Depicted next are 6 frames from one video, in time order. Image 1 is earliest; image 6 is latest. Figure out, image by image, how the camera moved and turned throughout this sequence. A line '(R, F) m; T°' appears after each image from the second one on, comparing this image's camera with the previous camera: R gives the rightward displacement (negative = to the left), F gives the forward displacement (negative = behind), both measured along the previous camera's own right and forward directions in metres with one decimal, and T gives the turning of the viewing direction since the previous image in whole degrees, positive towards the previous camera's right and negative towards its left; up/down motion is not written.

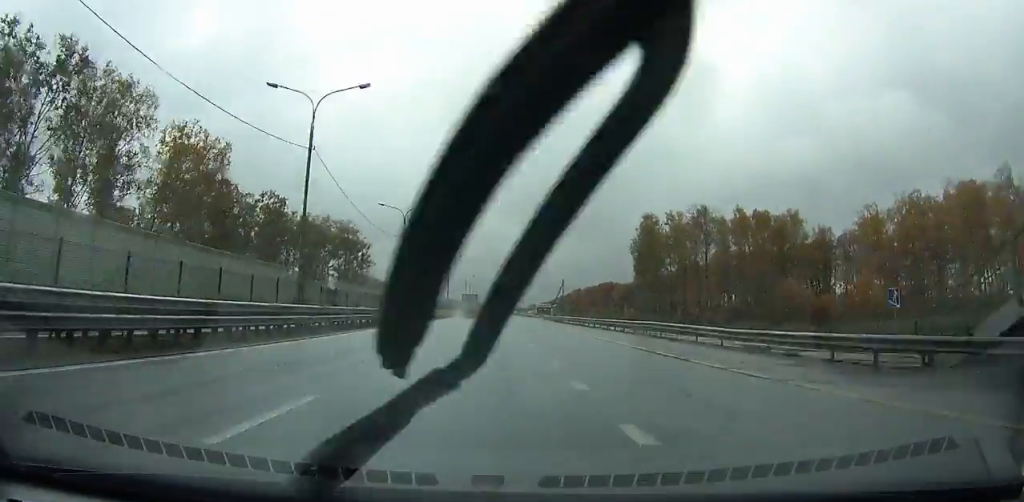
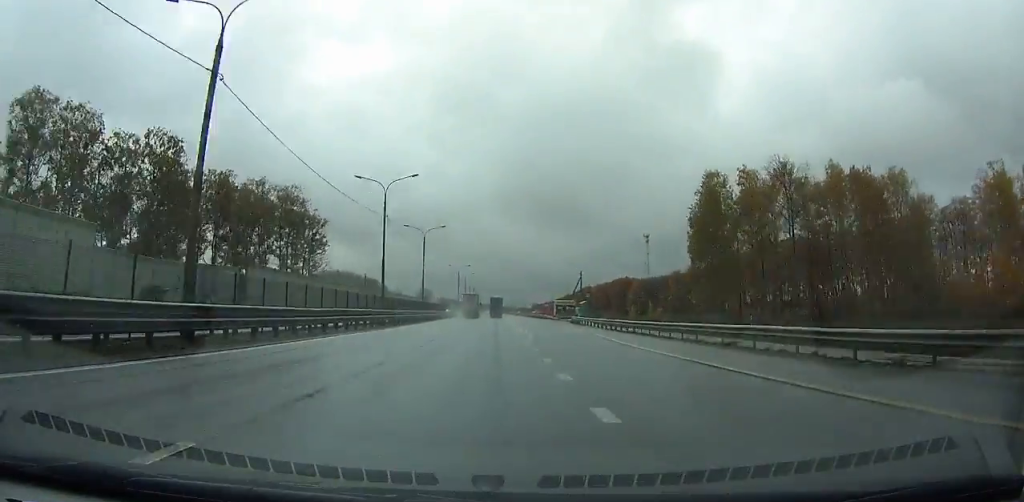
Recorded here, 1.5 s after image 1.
(+0.1, +39.0) m; 0°
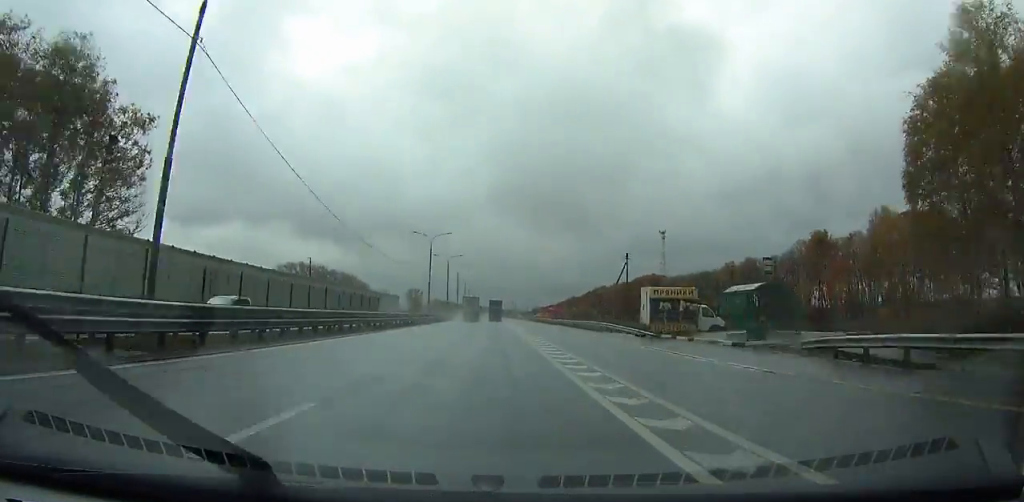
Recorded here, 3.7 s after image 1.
(-0.2, +55.9) m; 0°
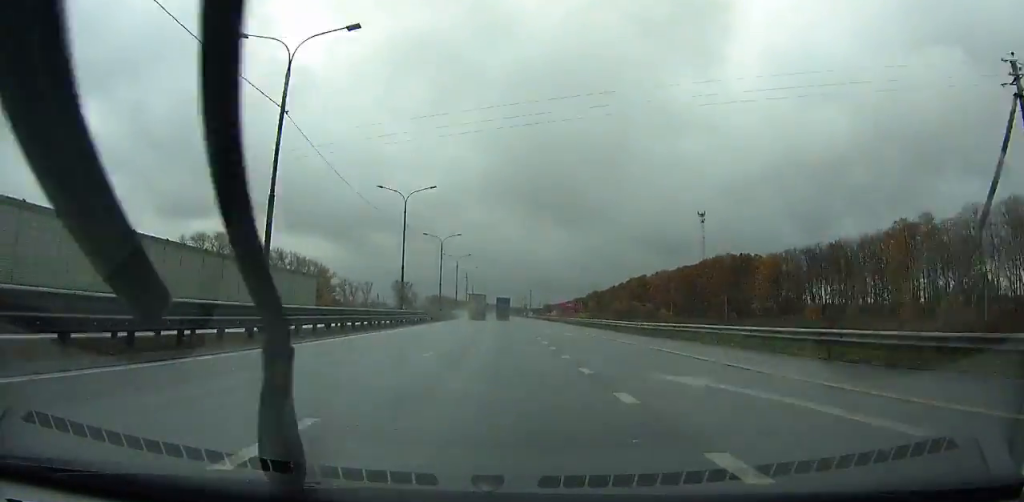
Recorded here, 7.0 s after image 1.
(-0.1, +82.0) m; 0°
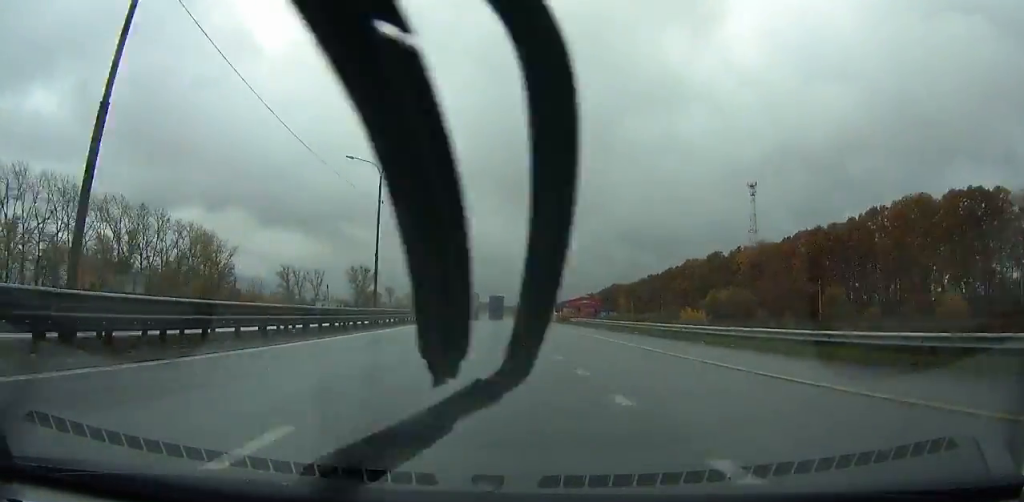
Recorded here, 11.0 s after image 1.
(+0.3, +96.7) m; 0°
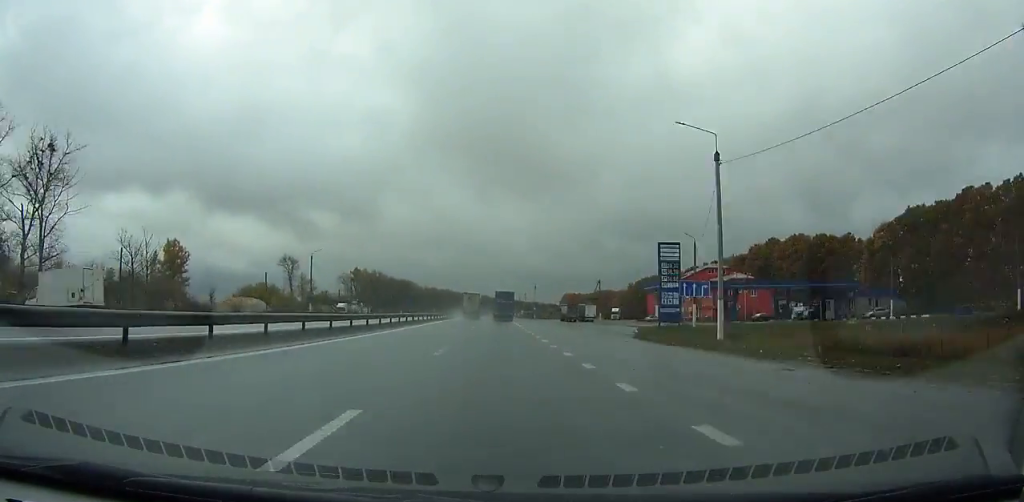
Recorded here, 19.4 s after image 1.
(-0.9, +202.1) m; 0°
